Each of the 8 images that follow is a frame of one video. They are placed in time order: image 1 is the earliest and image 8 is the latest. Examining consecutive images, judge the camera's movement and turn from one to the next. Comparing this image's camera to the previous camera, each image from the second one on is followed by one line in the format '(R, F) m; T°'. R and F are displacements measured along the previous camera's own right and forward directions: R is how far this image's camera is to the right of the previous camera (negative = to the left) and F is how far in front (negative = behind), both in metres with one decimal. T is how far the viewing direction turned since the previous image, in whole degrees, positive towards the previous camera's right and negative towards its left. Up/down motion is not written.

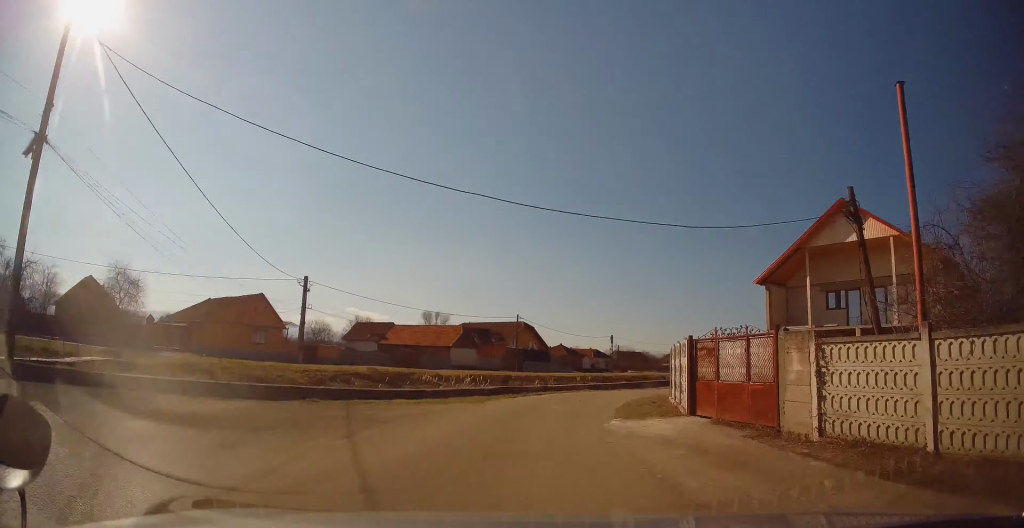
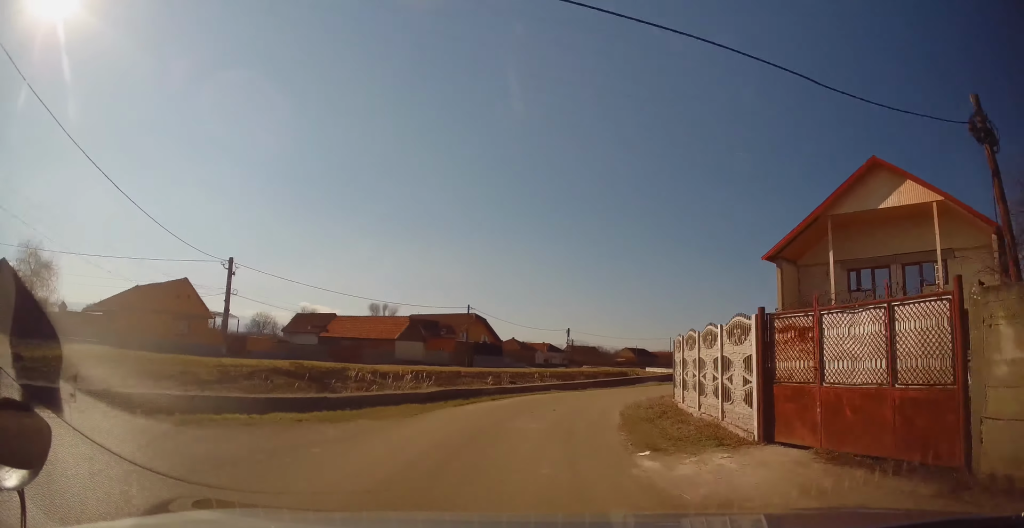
(-0.1, +5.7) m; +3°
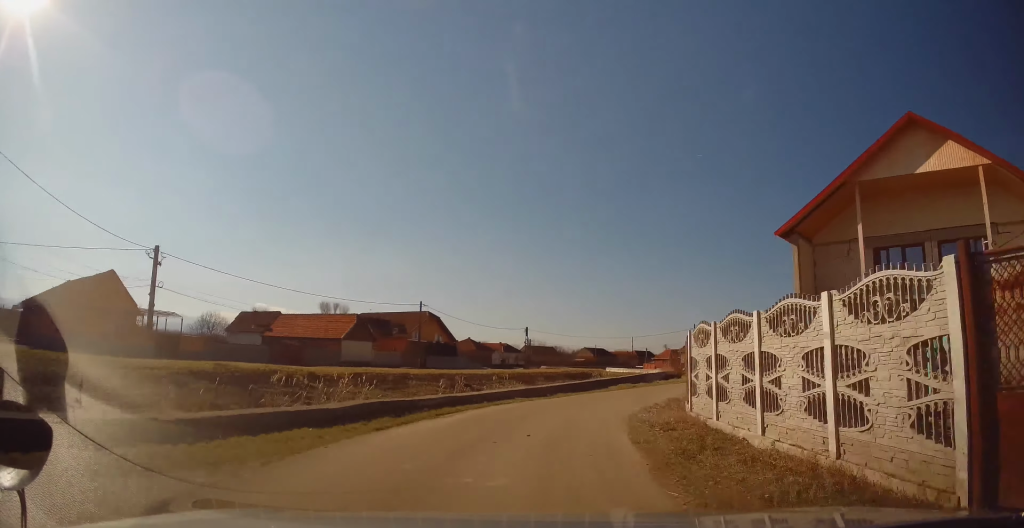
(+0.1, +4.6) m; +4°
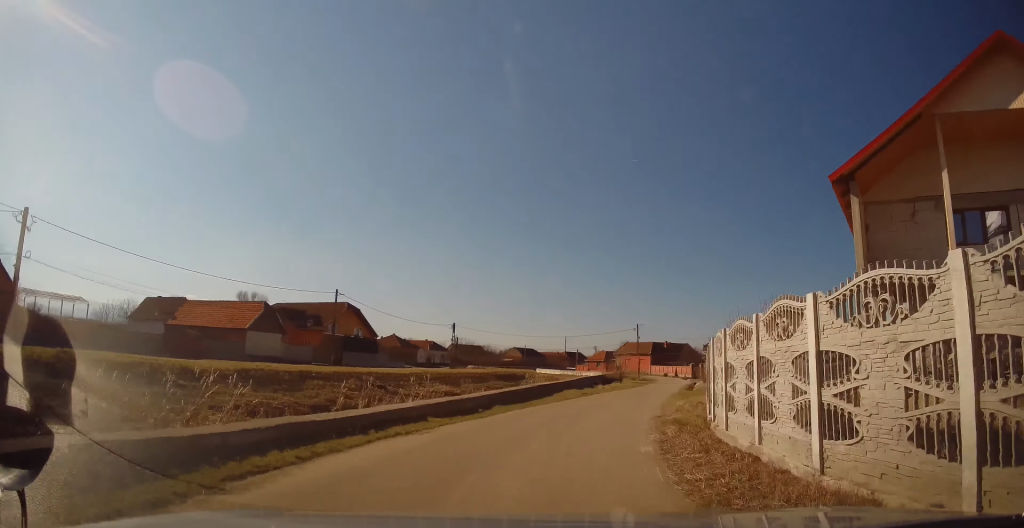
(+0.3, +6.8) m; +8°
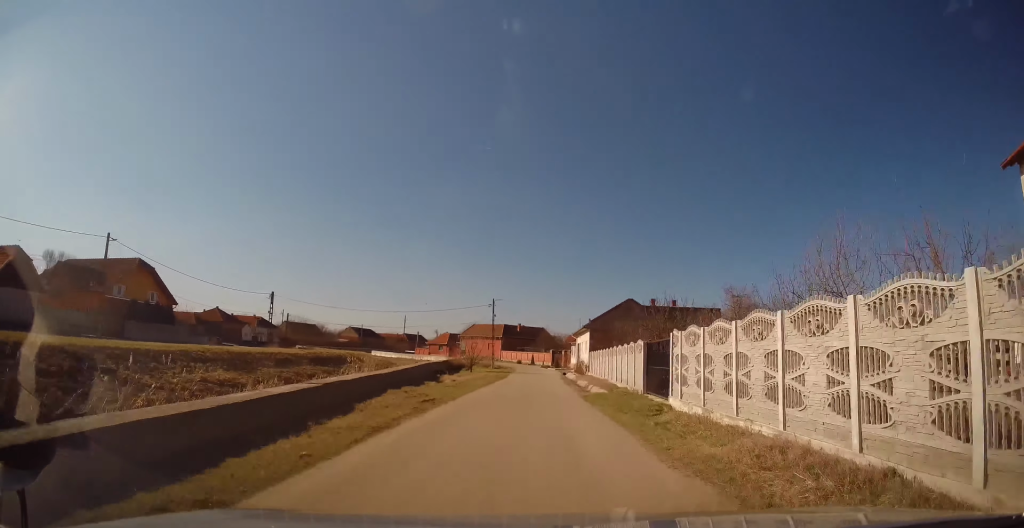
(+2.2, +14.4) m; +15°
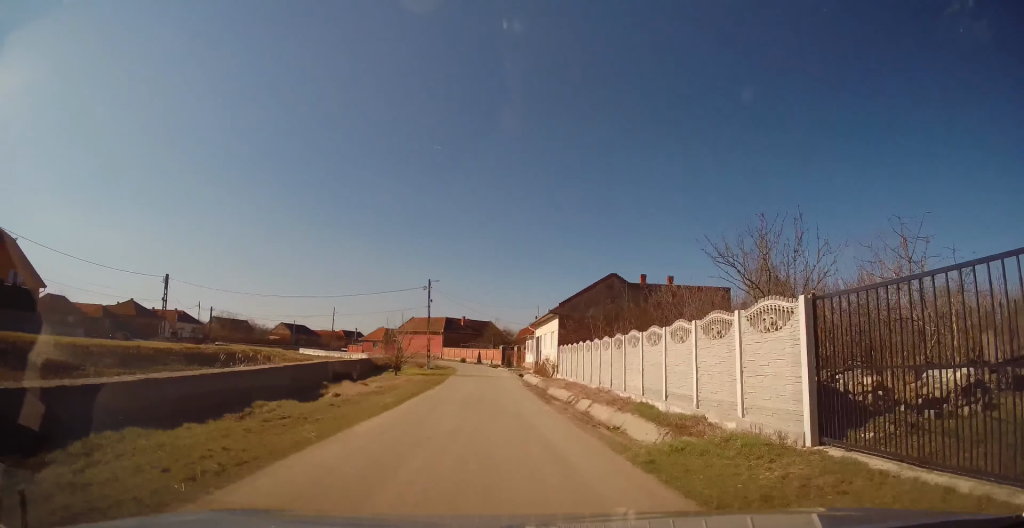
(+1.0, +12.6) m; +7°
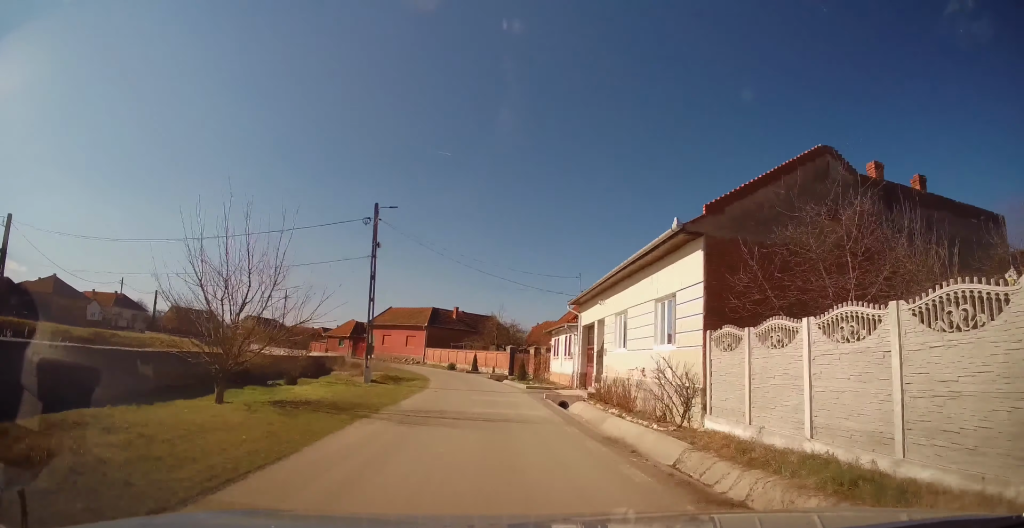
(+0.9, +23.1) m; +2°
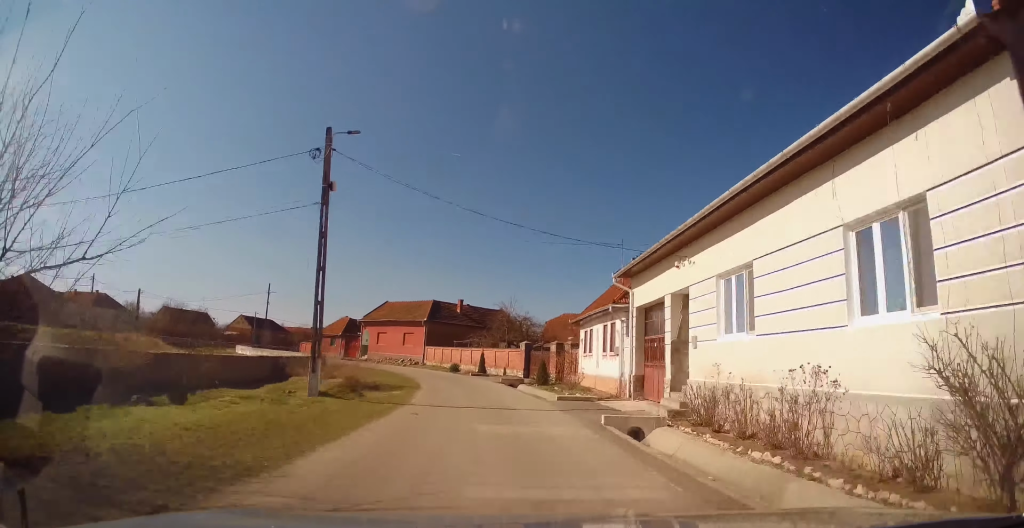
(+0.1, +8.5) m; -1°
